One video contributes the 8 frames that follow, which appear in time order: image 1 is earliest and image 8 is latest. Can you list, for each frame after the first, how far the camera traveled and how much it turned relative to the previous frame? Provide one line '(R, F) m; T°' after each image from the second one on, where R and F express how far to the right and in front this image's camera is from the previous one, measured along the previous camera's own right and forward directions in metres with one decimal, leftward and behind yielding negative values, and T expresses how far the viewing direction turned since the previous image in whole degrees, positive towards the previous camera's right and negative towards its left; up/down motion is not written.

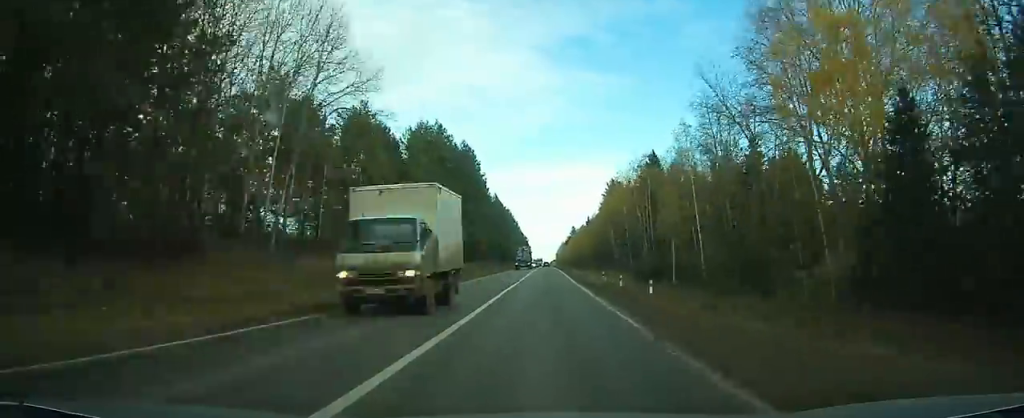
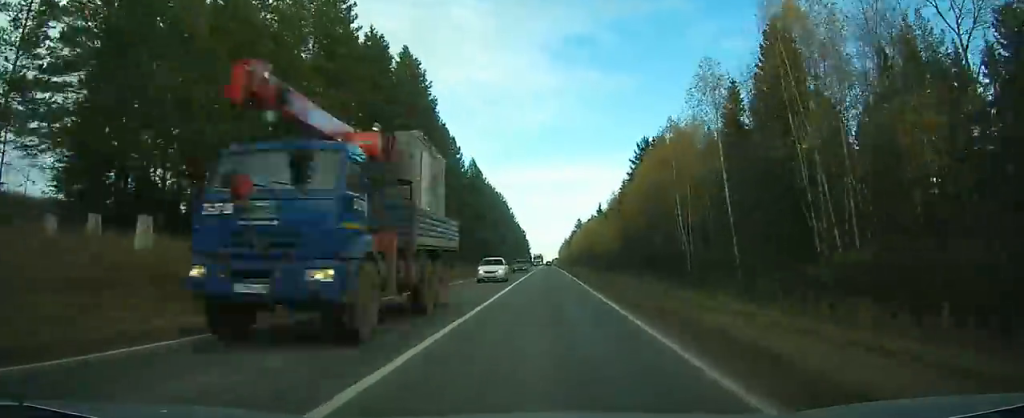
(-0.1, +50.7) m; 0°
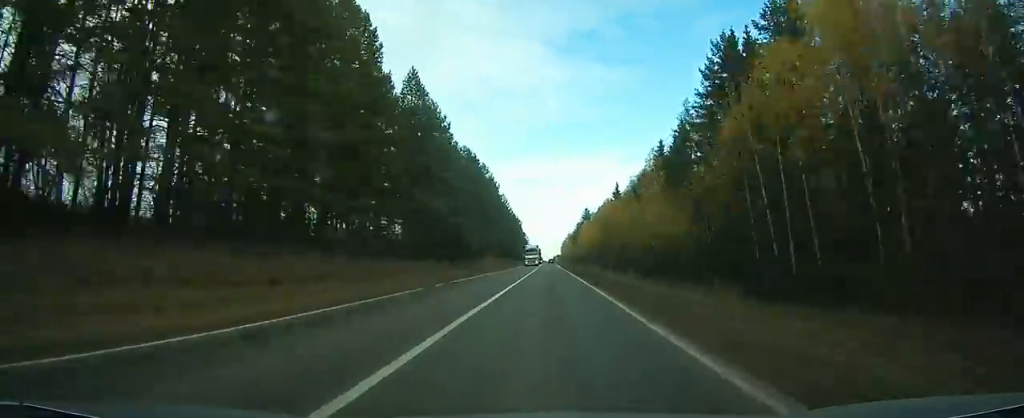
(-0.1, +49.2) m; 0°
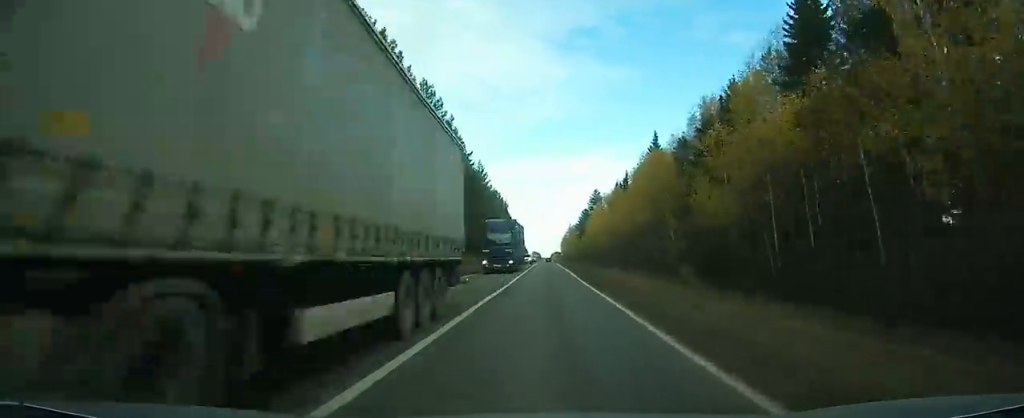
(-0.2, +62.4) m; 0°
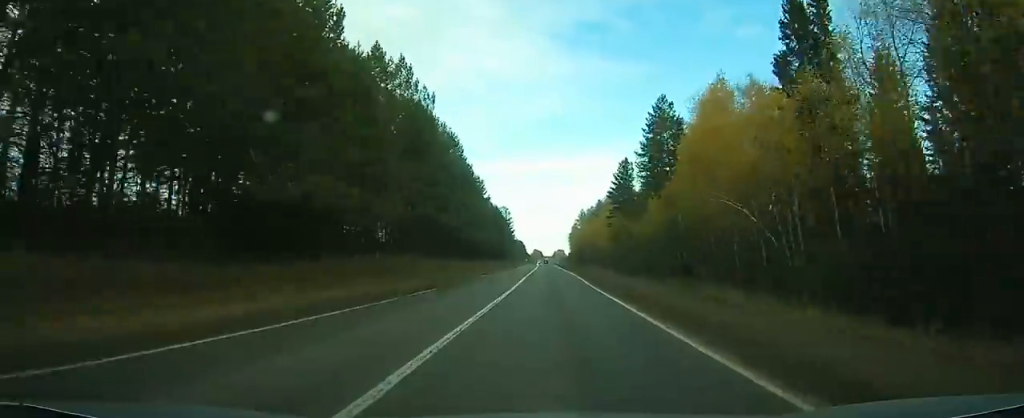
(+0.6, +112.8) m; 0°
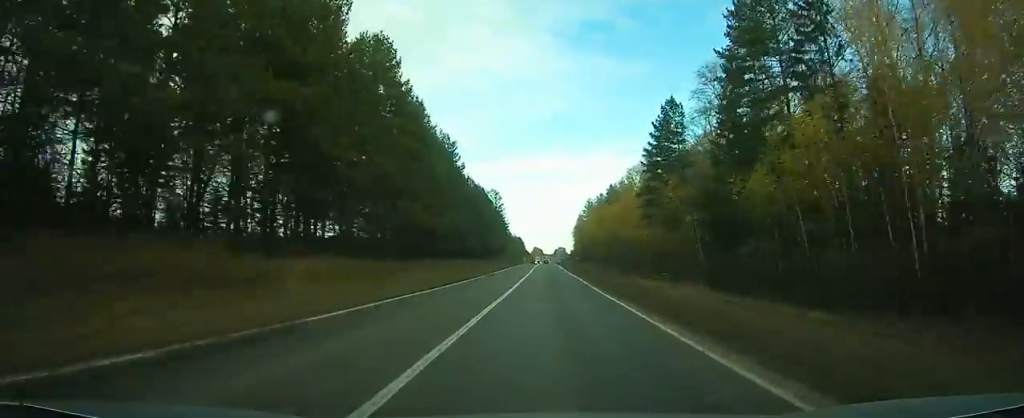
(-0.3, +42.5) m; 0°
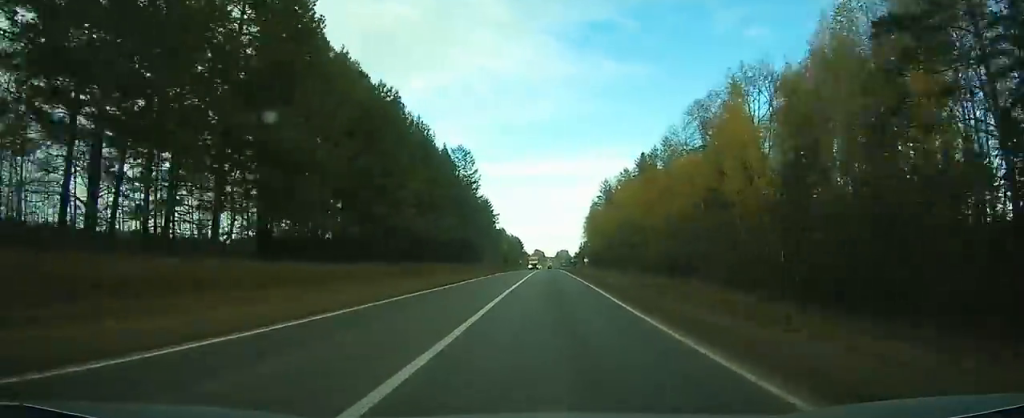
(-0.1, +62.6) m; 0°
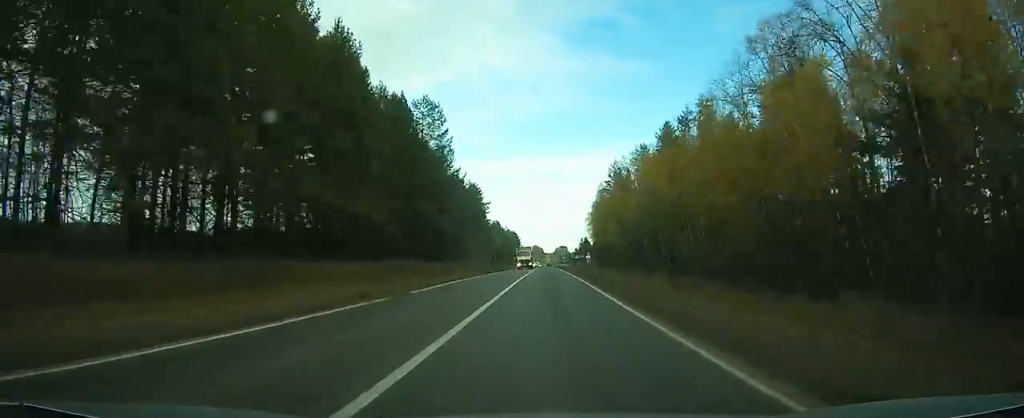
(-0.1, +27.5) m; 0°
